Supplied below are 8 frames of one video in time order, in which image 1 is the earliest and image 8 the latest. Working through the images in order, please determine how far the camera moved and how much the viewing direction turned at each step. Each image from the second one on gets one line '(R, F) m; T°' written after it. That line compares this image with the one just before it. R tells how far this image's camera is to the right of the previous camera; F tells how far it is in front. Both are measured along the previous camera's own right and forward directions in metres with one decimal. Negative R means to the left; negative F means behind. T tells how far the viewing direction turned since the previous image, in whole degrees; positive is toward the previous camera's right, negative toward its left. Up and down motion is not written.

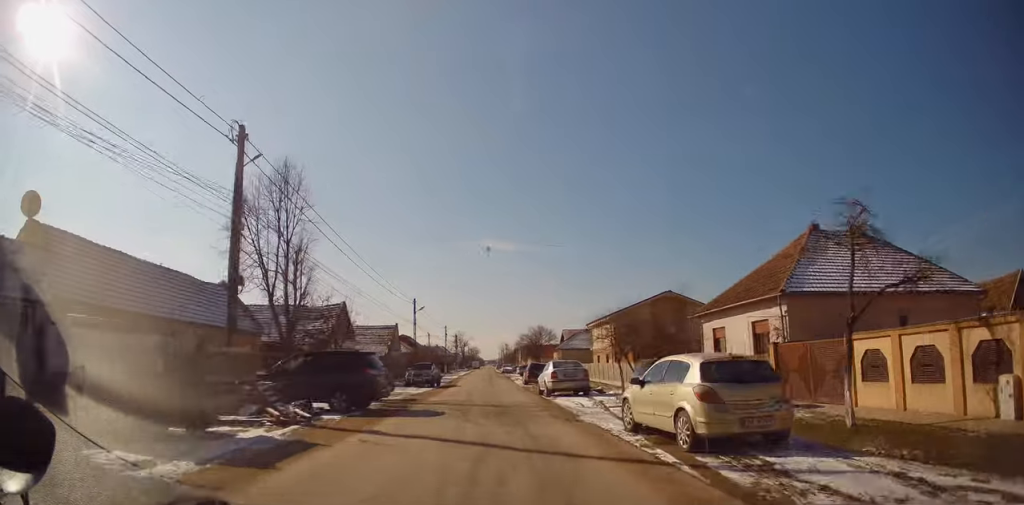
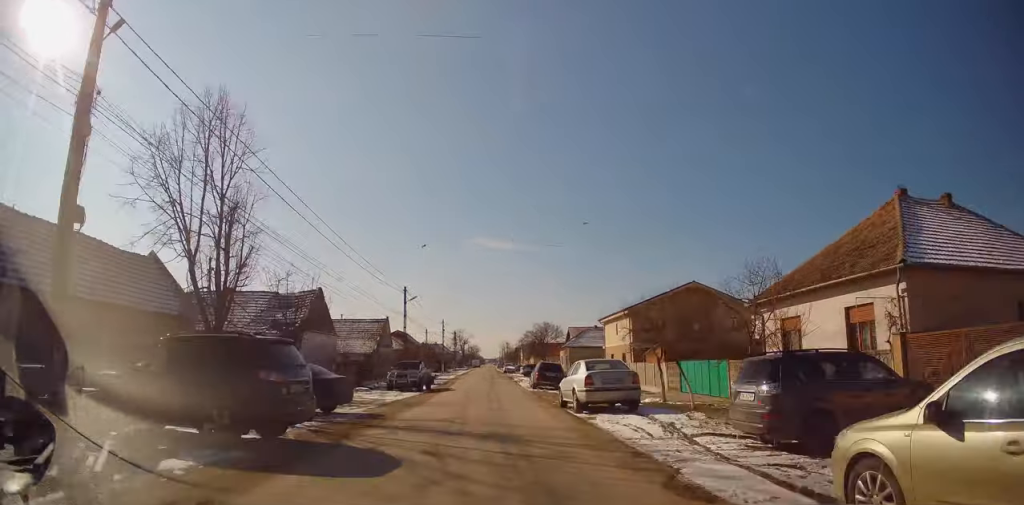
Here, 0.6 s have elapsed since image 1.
(-0.1, +6.4) m; +1°
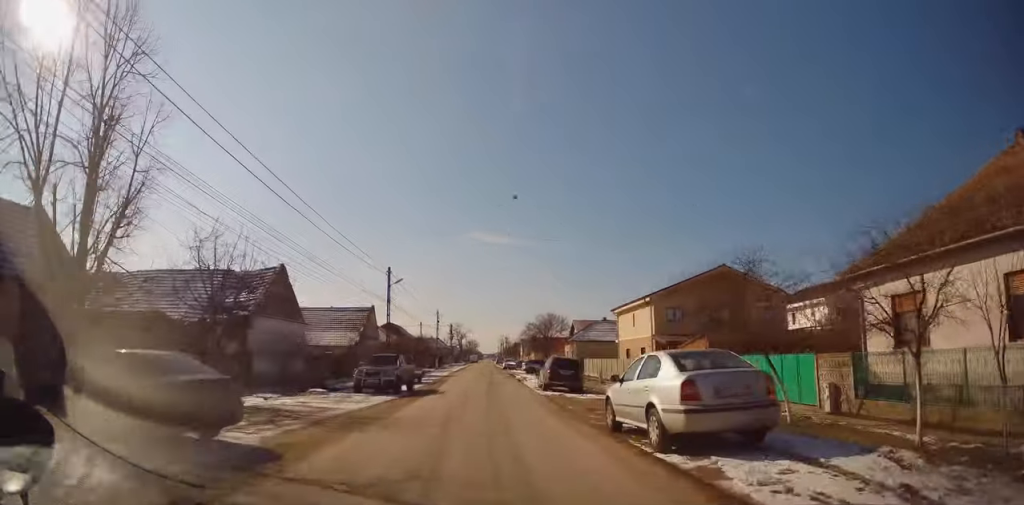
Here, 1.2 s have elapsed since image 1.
(+0.1, +6.5) m; 0°
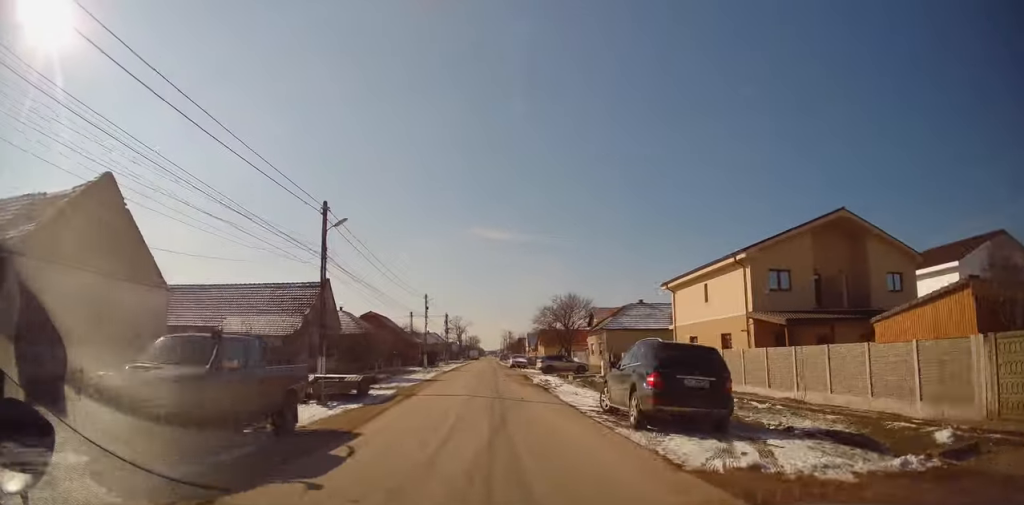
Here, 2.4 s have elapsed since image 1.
(-0.1, +15.6) m; -2°
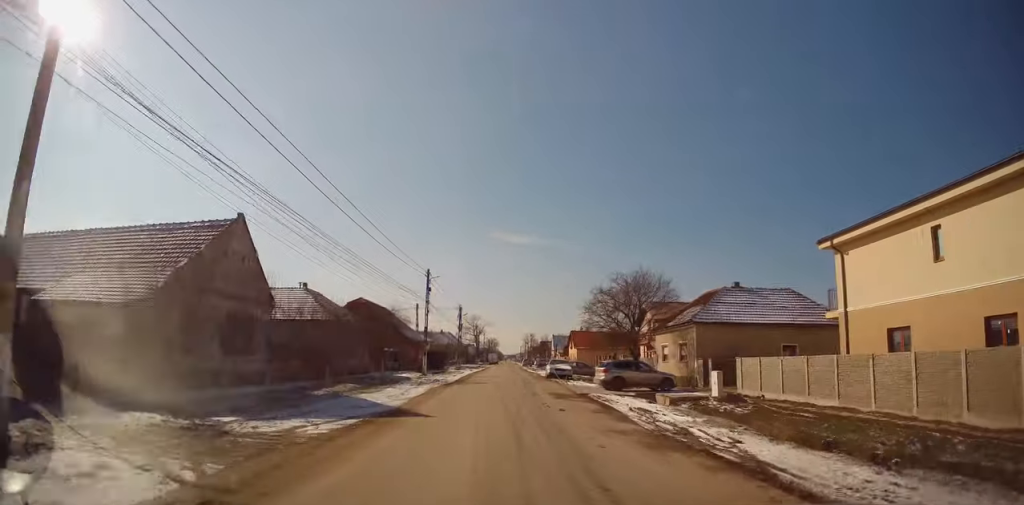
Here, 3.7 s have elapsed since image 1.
(-0.2, +17.1) m; -2°
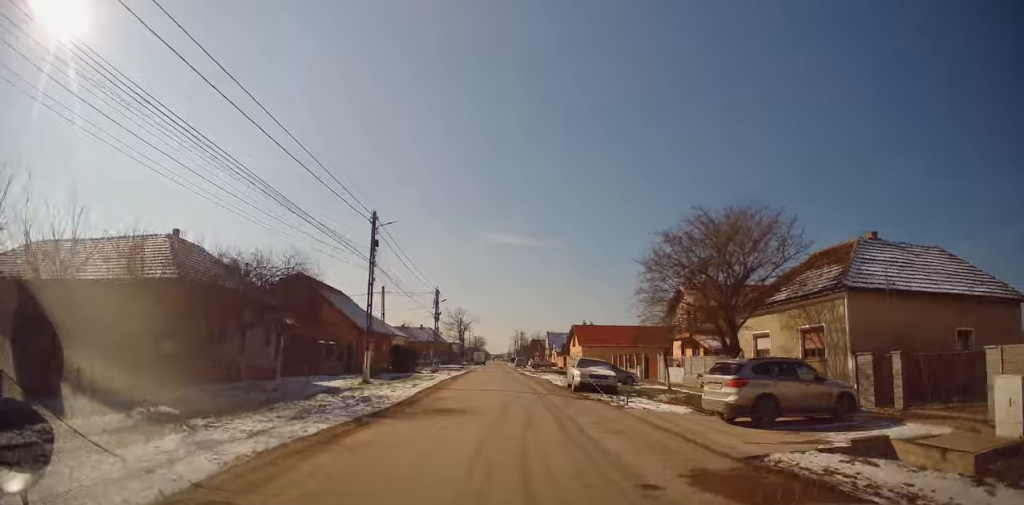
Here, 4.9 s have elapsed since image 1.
(-0.2, +16.1) m; +1°
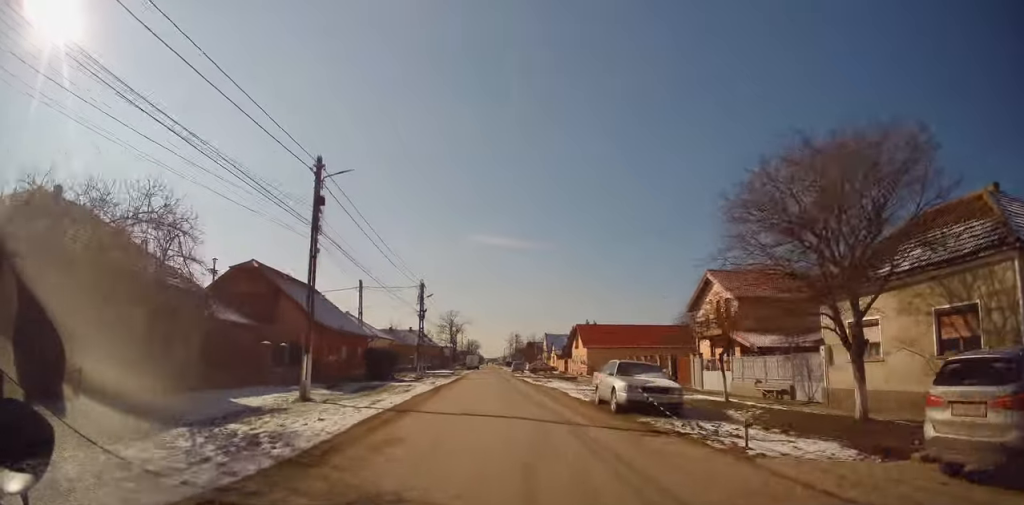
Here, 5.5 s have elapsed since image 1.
(+0.3, +8.0) m; +1°
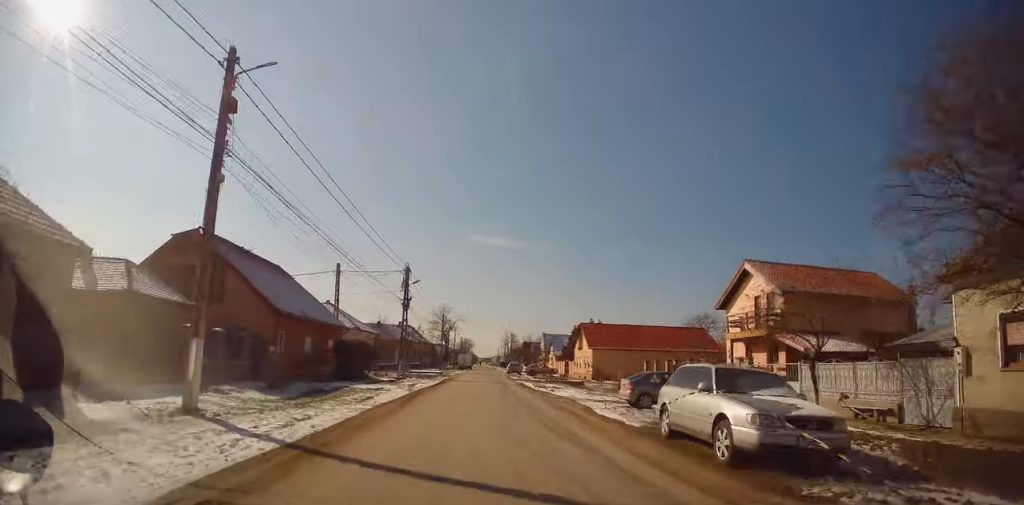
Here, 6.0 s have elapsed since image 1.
(+0.1, +7.0) m; +1°
